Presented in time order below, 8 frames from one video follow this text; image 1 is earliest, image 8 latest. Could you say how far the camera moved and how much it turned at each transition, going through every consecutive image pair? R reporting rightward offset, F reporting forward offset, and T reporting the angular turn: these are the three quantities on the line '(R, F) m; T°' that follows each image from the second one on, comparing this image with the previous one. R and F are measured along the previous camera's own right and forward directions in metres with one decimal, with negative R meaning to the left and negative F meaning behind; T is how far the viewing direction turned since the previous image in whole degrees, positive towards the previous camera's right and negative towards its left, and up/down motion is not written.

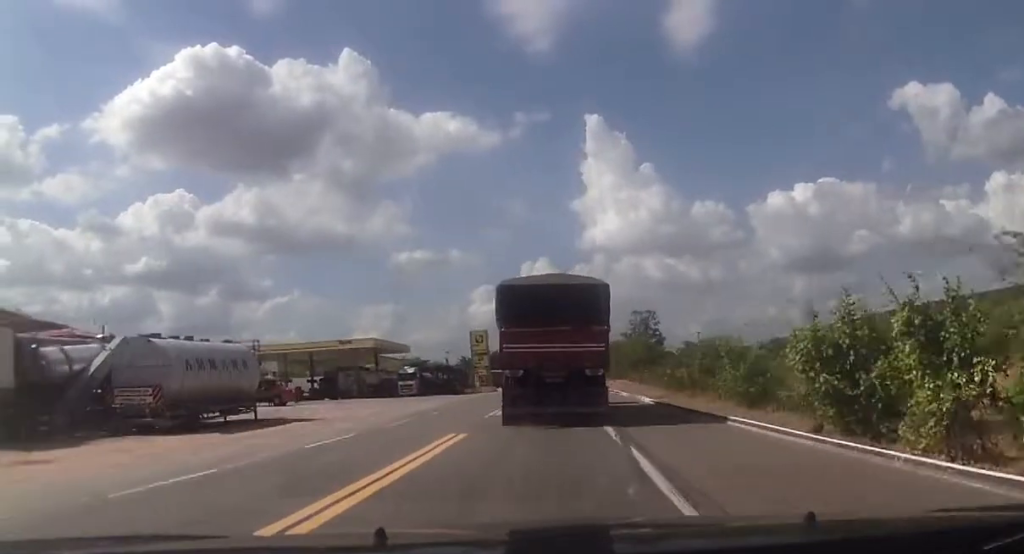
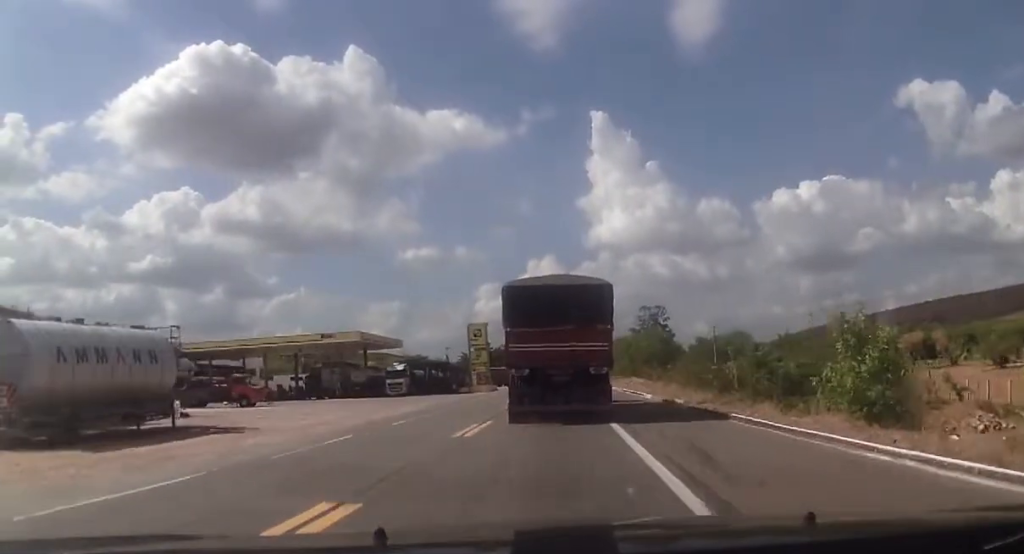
(0.0, +9.3) m; 0°
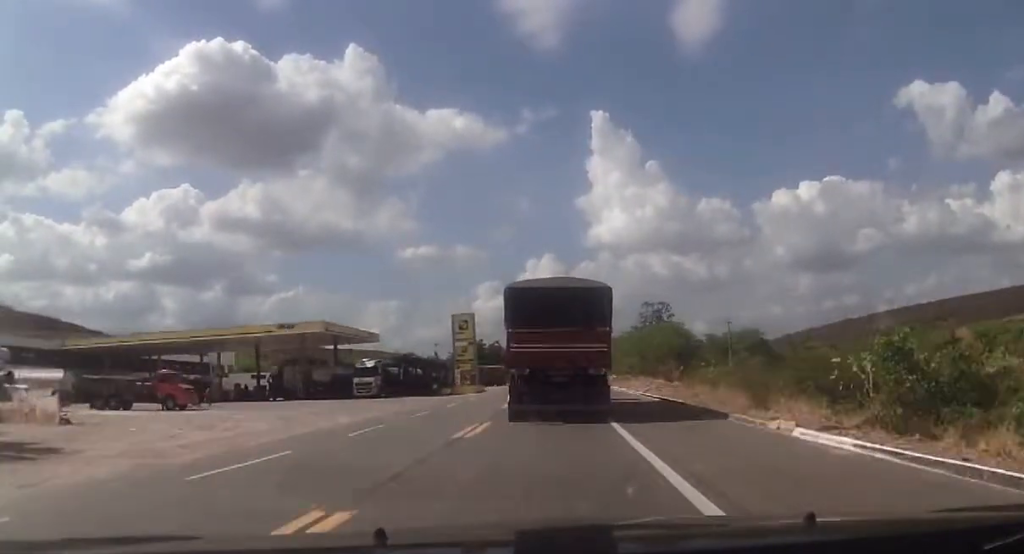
(+0.1, +12.6) m; -1°
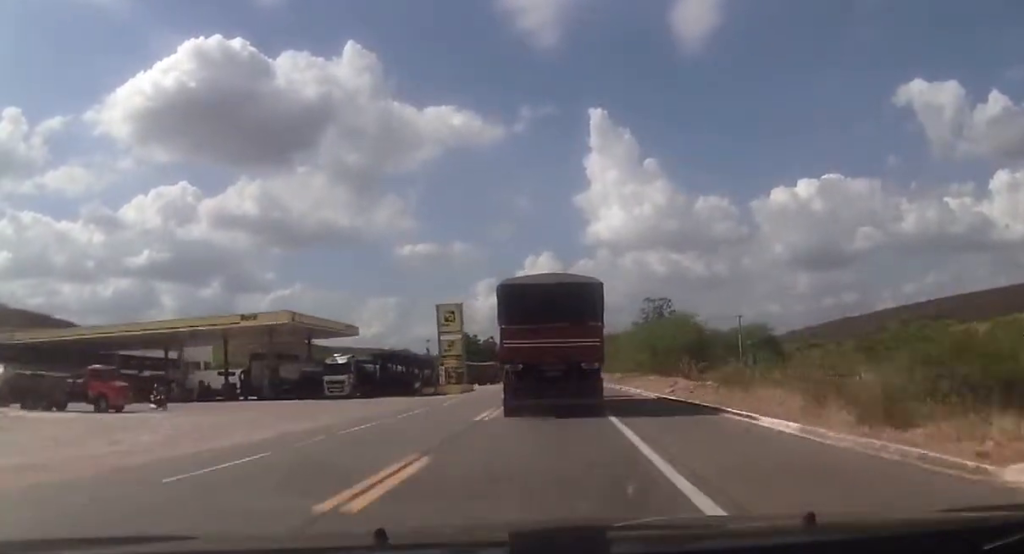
(-0.2, +8.2) m; -1°
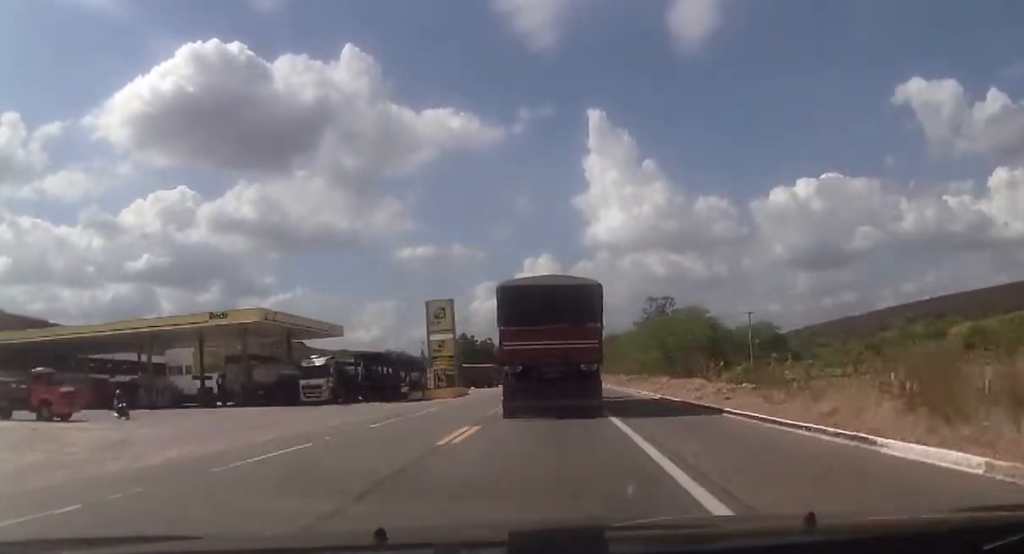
(0.0, +5.8) m; 0°
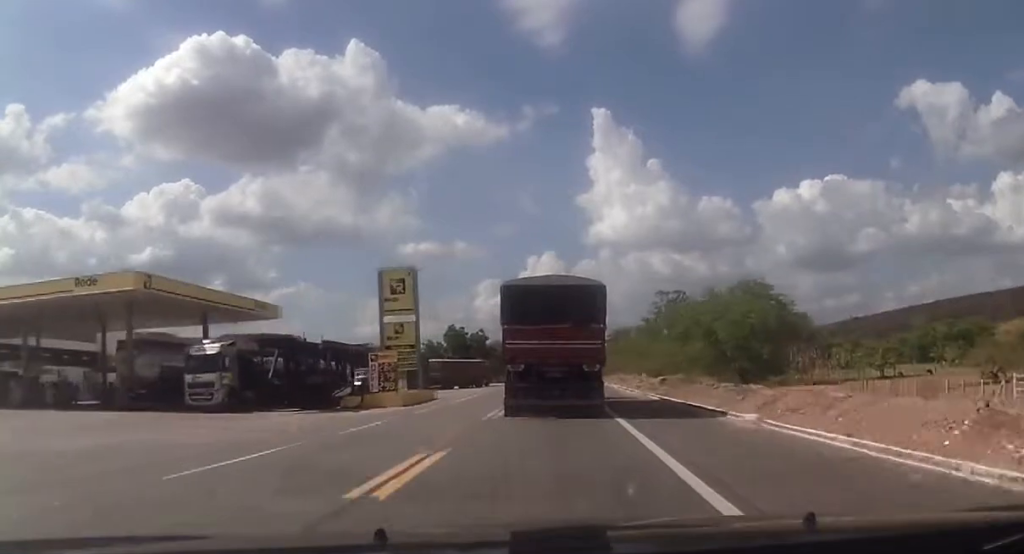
(0.0, +17.6) m; +1°
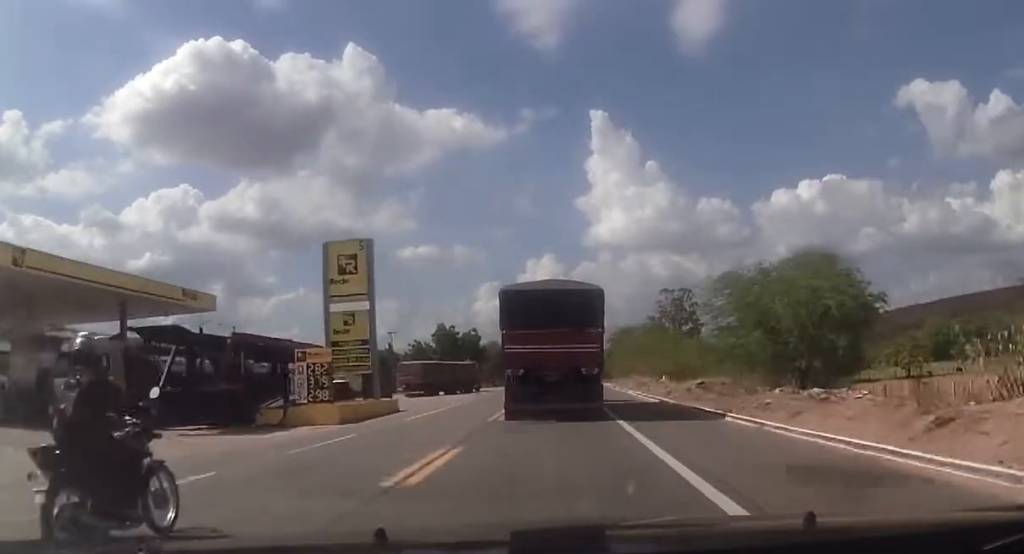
(+0.2, +11.2) m; 0°
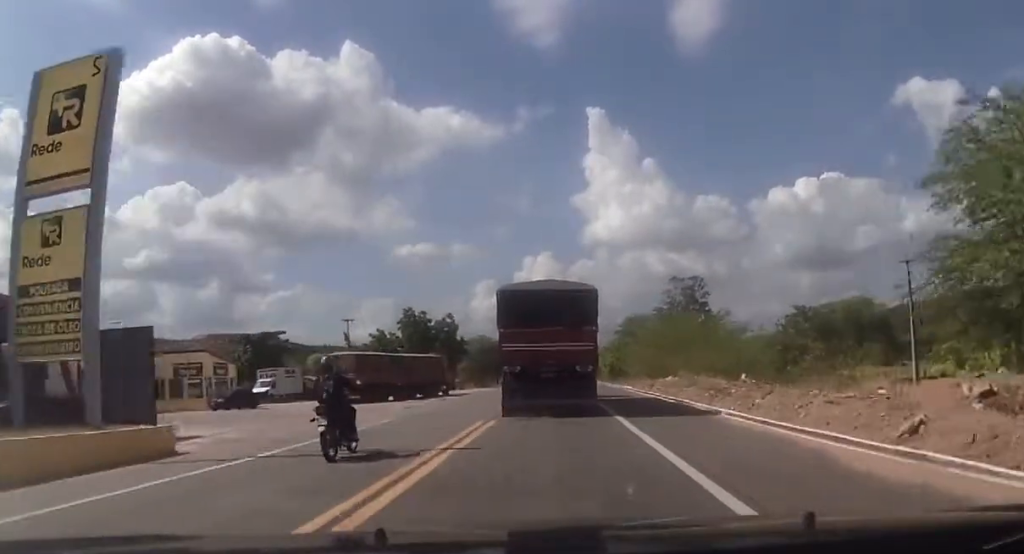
(0.0, +22.4) m; 0°
